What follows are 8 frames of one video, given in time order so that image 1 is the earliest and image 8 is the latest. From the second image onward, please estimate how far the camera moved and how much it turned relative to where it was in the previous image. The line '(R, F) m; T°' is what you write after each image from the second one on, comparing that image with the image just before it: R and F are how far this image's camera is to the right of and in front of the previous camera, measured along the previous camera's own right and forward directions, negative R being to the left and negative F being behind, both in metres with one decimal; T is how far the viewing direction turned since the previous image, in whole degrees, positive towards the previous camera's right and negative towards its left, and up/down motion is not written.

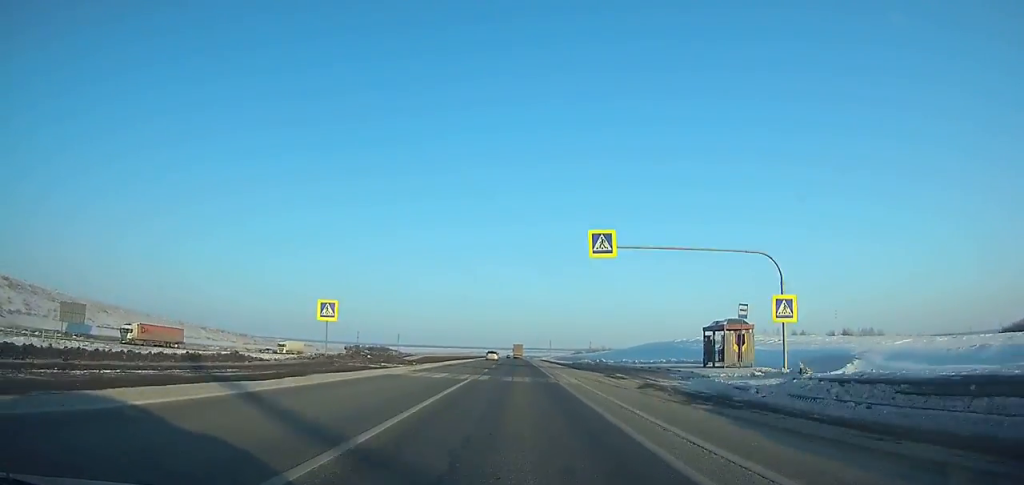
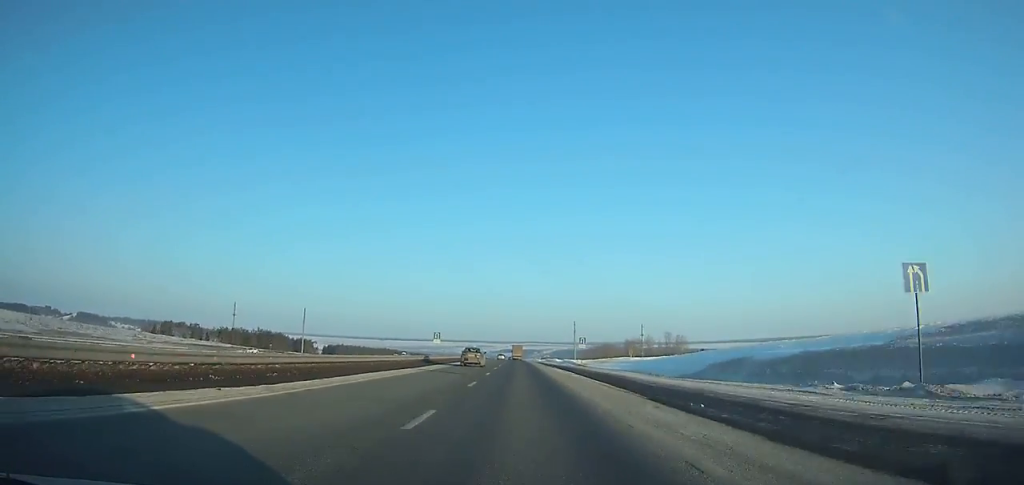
(+0.3, +206.1) m; 0°
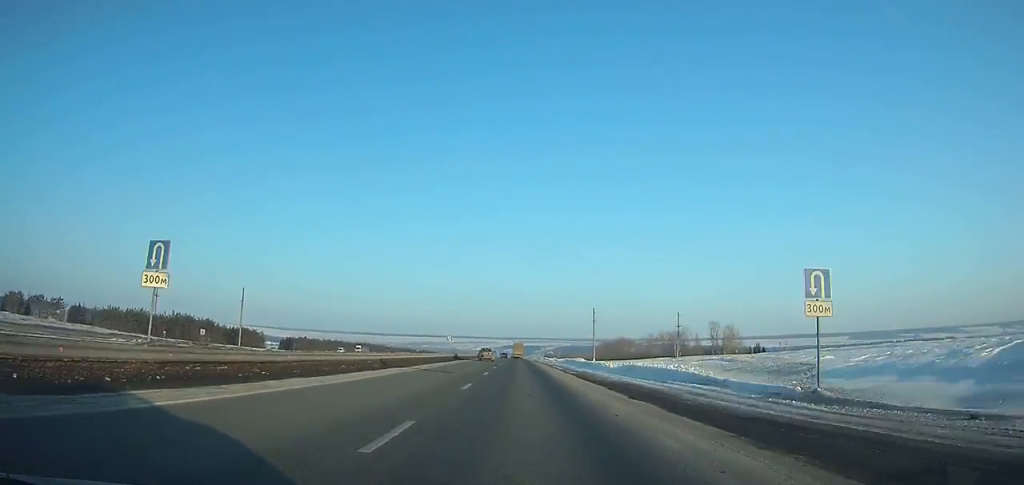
(0.0, +61.9) m; 0°
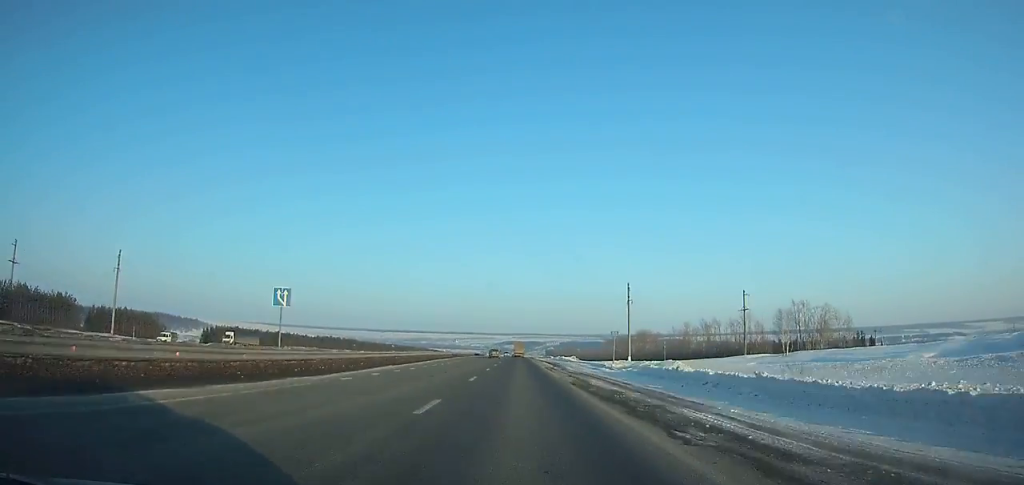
(-0.2, +67.0) m; 0°
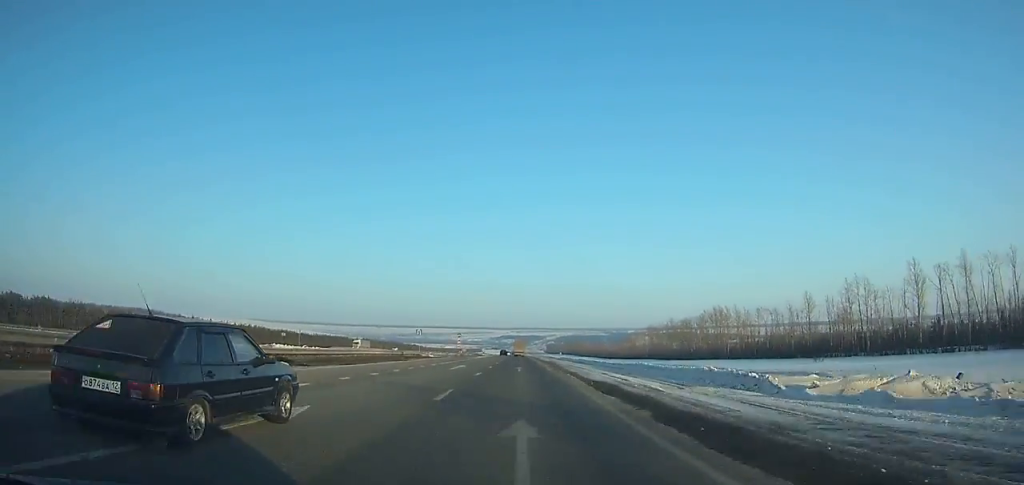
(0.0, +128.4) m; 0°
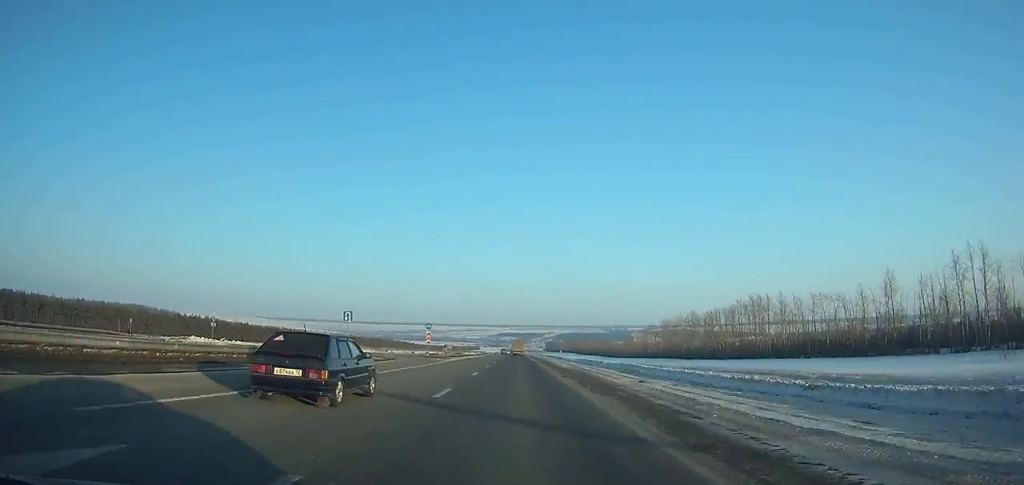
(0.0, +36.1) m; 0°
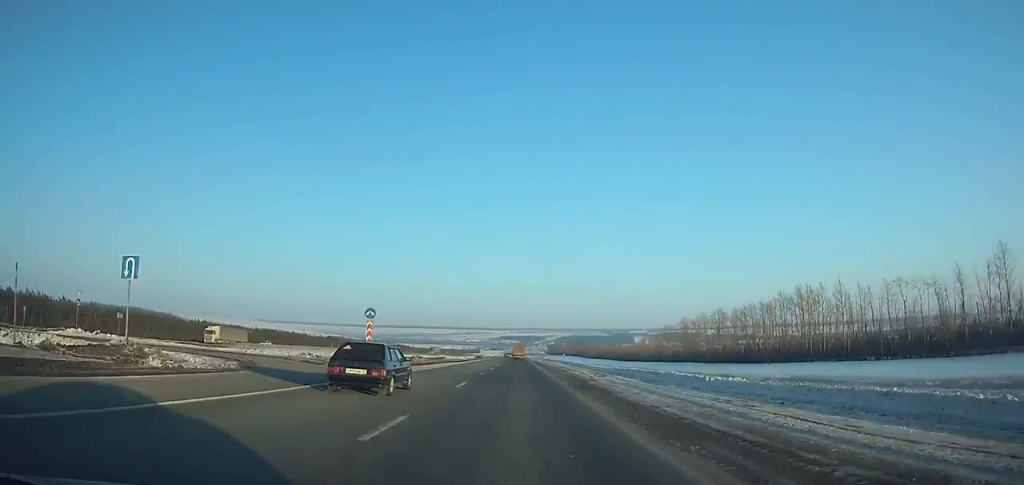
(0.0, +31.0) m; 0°
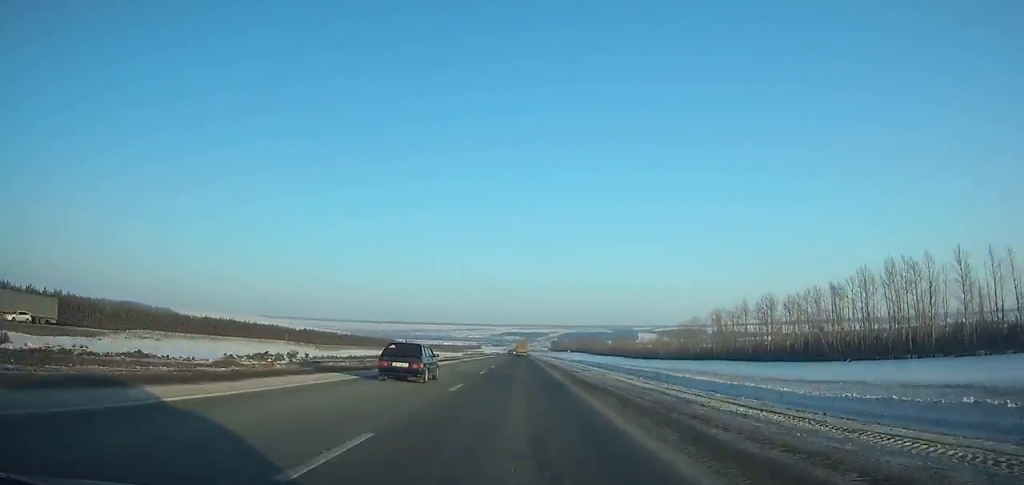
(0.0, +38.9) m; 0°
